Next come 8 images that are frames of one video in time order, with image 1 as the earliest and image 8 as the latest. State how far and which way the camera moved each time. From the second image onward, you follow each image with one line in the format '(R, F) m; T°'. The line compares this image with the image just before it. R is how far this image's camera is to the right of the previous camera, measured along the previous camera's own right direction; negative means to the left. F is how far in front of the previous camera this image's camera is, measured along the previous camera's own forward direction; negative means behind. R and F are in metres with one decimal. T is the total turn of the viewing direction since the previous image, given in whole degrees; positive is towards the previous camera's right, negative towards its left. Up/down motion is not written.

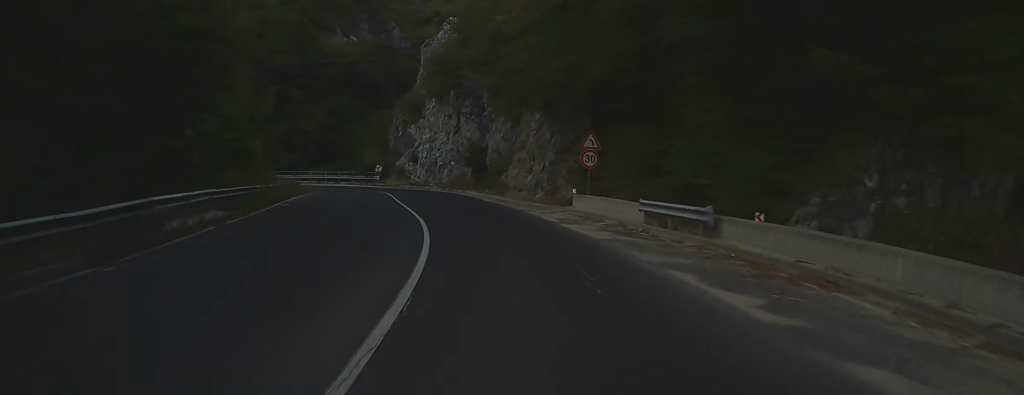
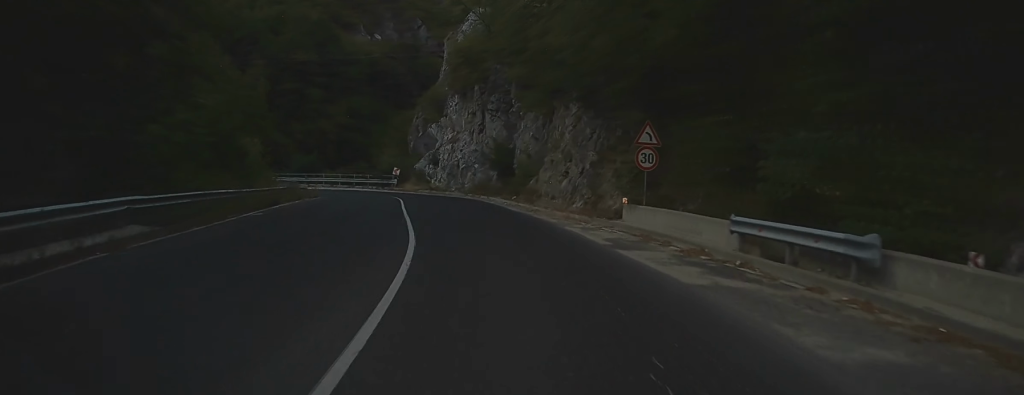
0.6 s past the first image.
(-0.1, +6.2) m; -3°
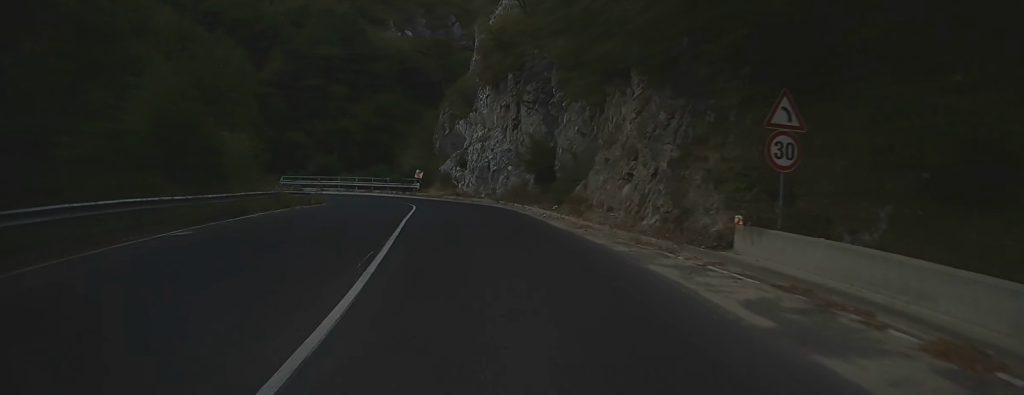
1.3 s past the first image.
(-0.3, +8.1) m; -4°
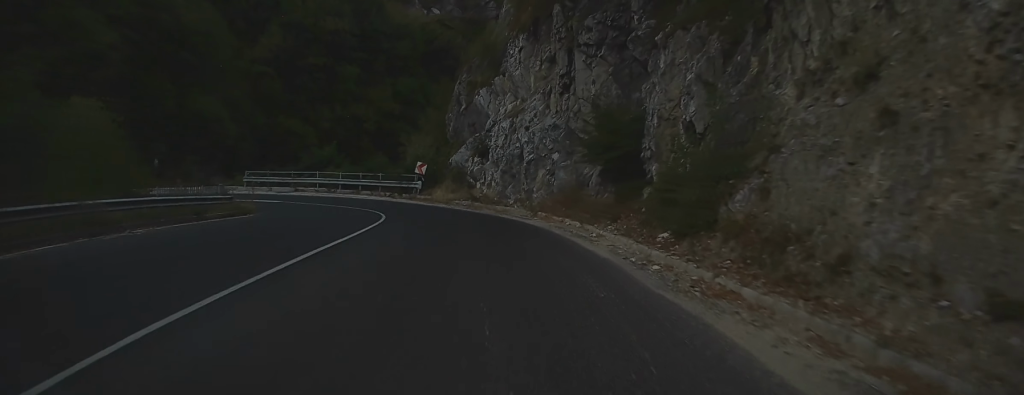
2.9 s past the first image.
(-1.4, +17.4) m; -9°
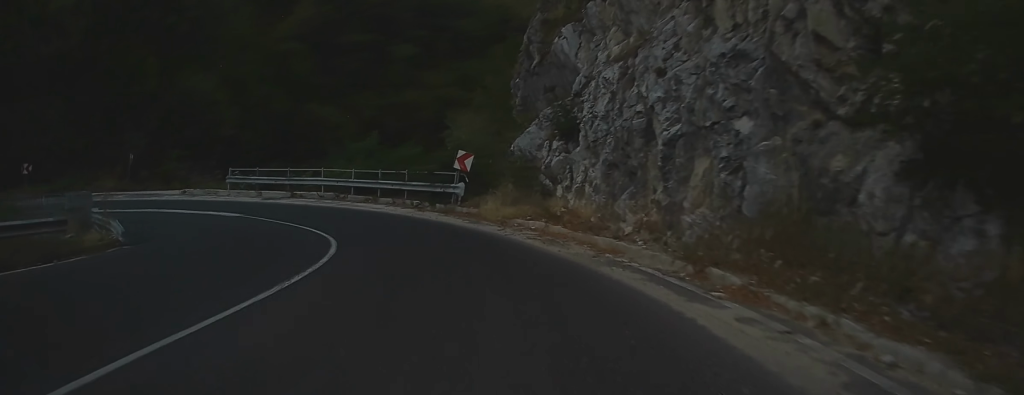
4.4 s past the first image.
(-1.3, +15.2) m; -14°
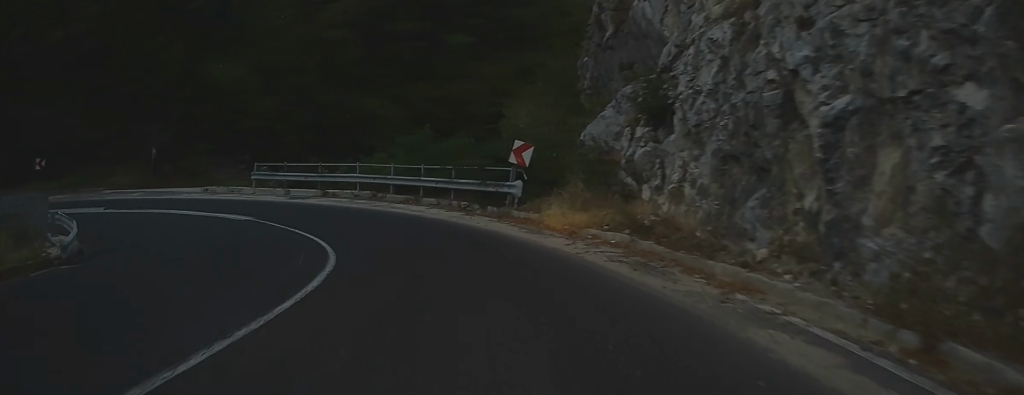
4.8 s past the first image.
(+0.3, +4.4) m; -7°
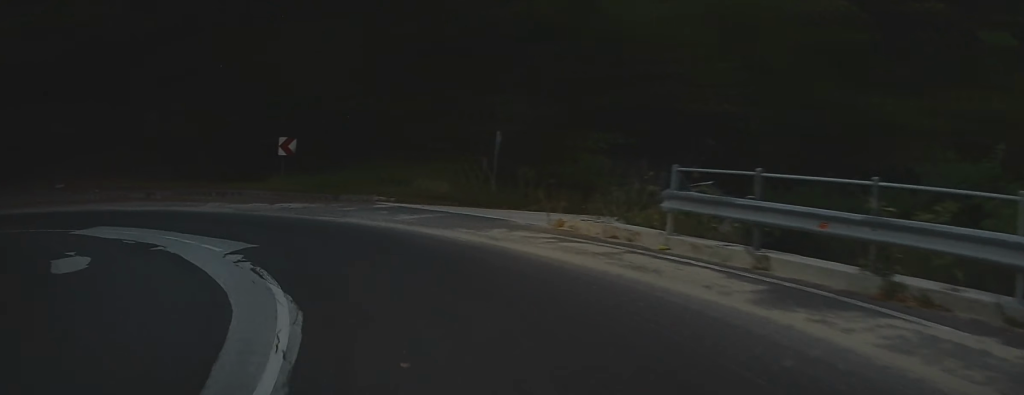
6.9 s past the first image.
(-5.0, +19.1) m; -26°
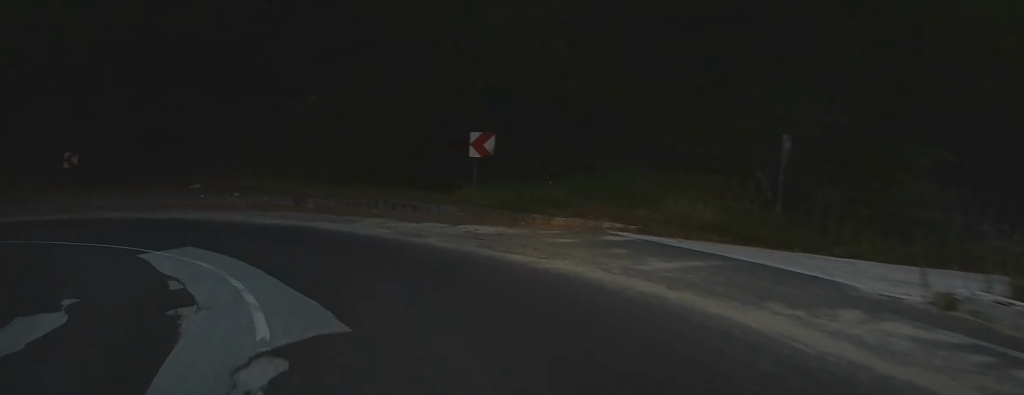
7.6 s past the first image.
(-0.7, +6.4) m; -10°
